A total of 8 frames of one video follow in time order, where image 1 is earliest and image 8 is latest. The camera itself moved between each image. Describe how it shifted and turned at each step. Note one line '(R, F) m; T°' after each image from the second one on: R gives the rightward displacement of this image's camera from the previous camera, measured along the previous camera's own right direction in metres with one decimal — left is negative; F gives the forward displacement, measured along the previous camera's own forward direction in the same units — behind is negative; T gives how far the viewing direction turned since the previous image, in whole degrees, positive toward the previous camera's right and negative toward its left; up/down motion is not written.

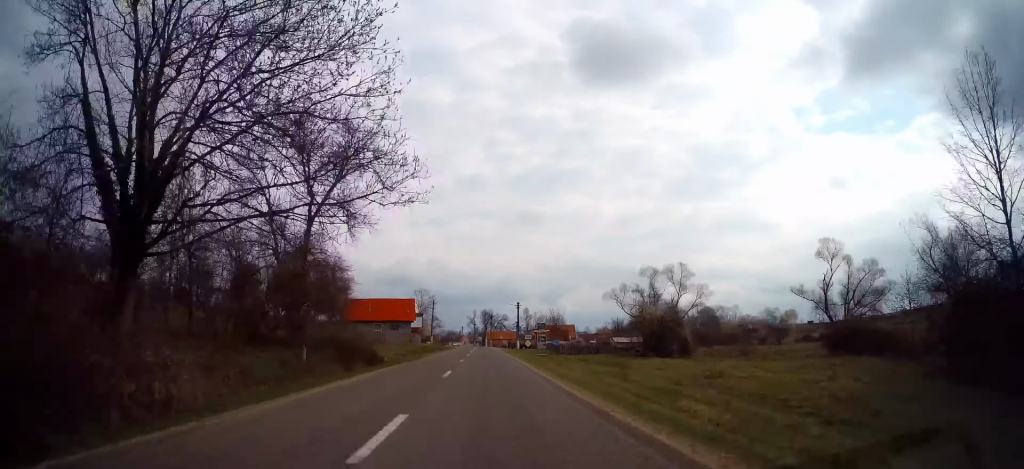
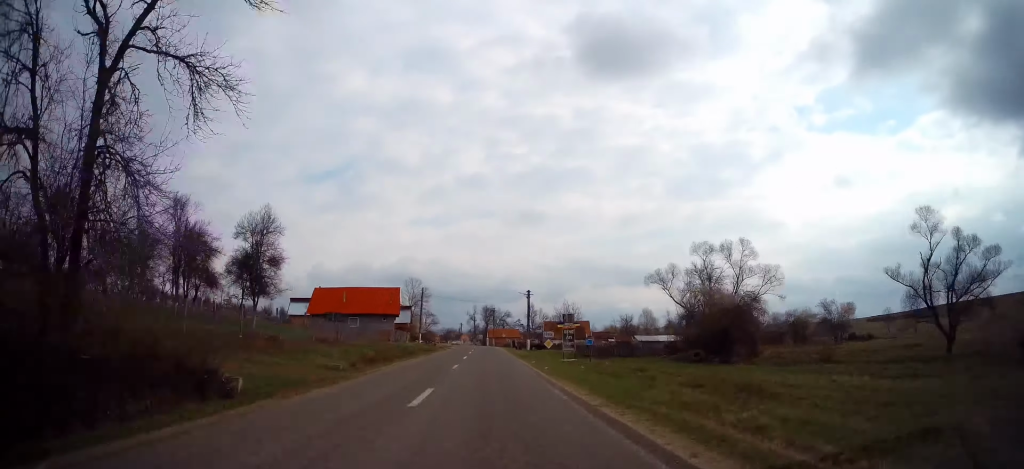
(-0.1, +19.6) m; 0°
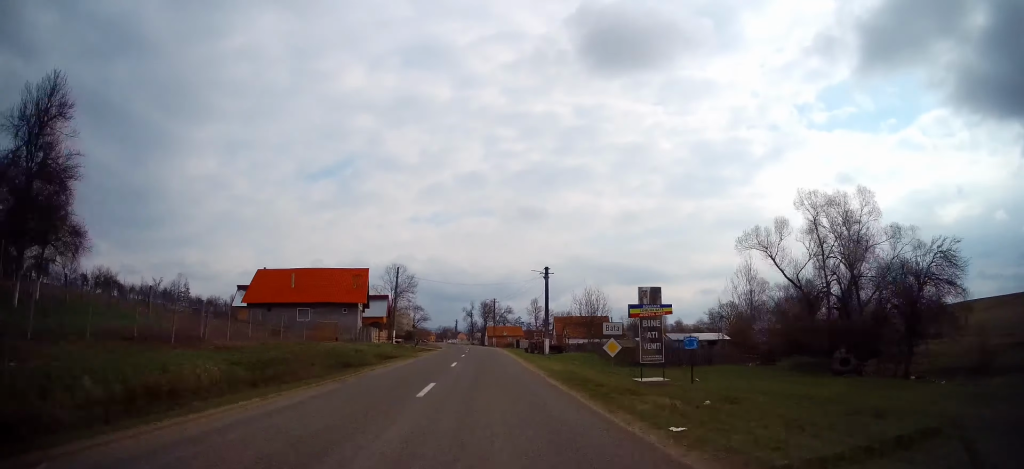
(+0.2, +22.5) m; 0°
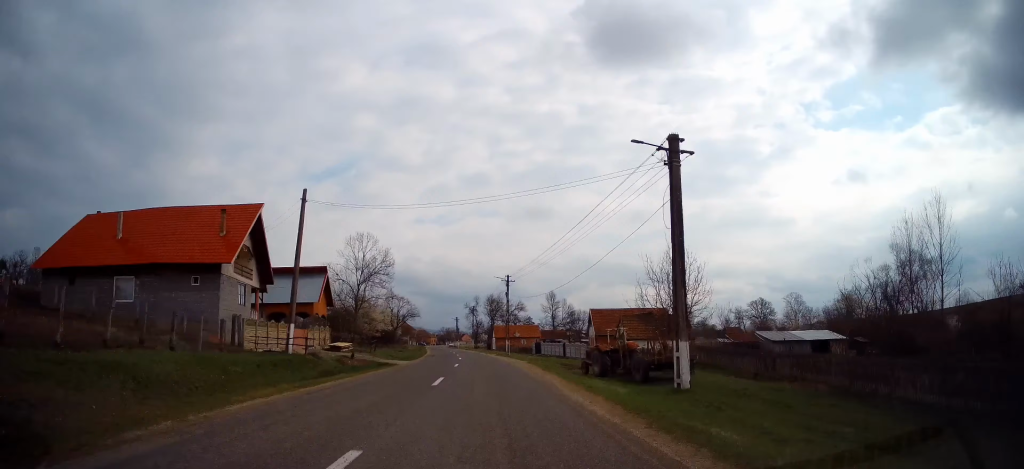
(-0.2, +33.3) m; 0°
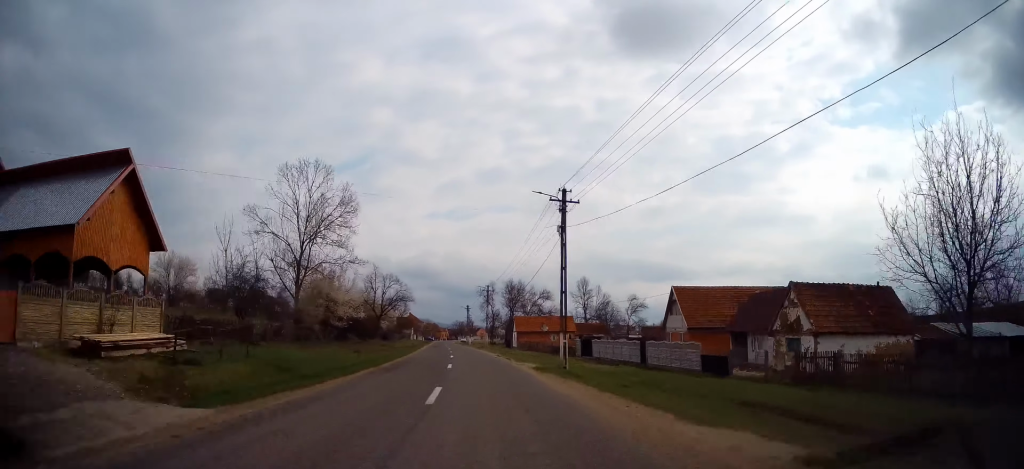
(-0.1, +28.6) m; -2°
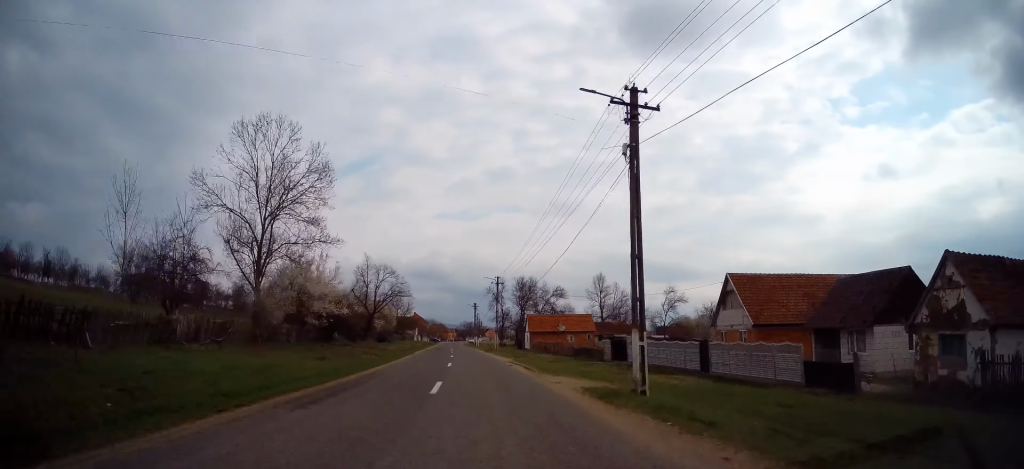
(-0.4, +9.8) m; -1°
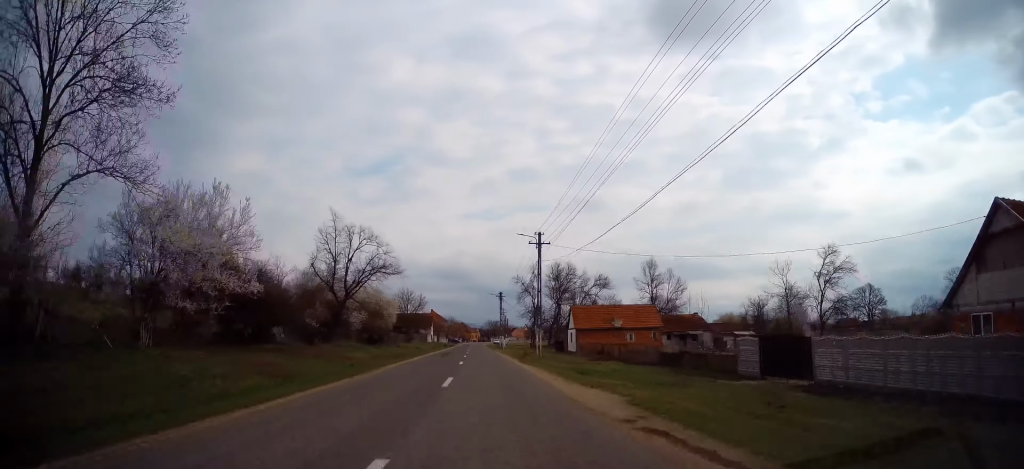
(-0.1, +22.1) m; -2°
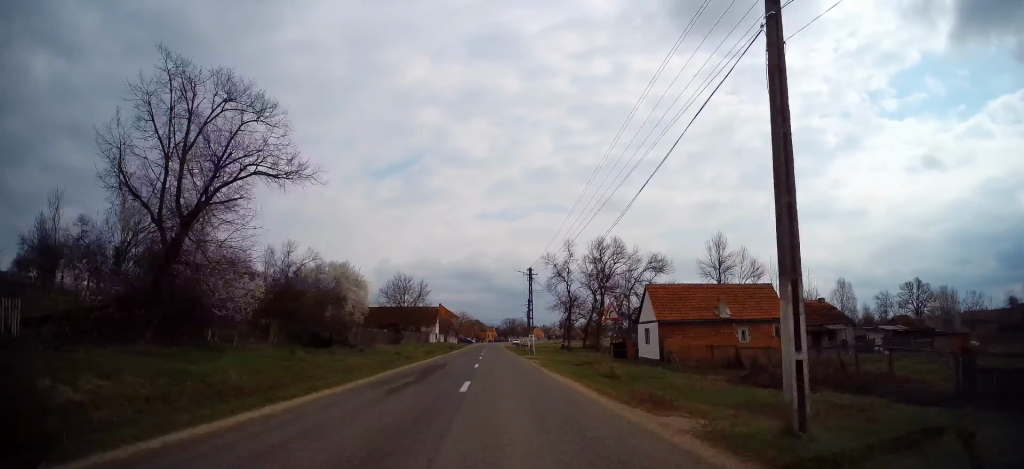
(-0.7, +24.5) m; -3°
